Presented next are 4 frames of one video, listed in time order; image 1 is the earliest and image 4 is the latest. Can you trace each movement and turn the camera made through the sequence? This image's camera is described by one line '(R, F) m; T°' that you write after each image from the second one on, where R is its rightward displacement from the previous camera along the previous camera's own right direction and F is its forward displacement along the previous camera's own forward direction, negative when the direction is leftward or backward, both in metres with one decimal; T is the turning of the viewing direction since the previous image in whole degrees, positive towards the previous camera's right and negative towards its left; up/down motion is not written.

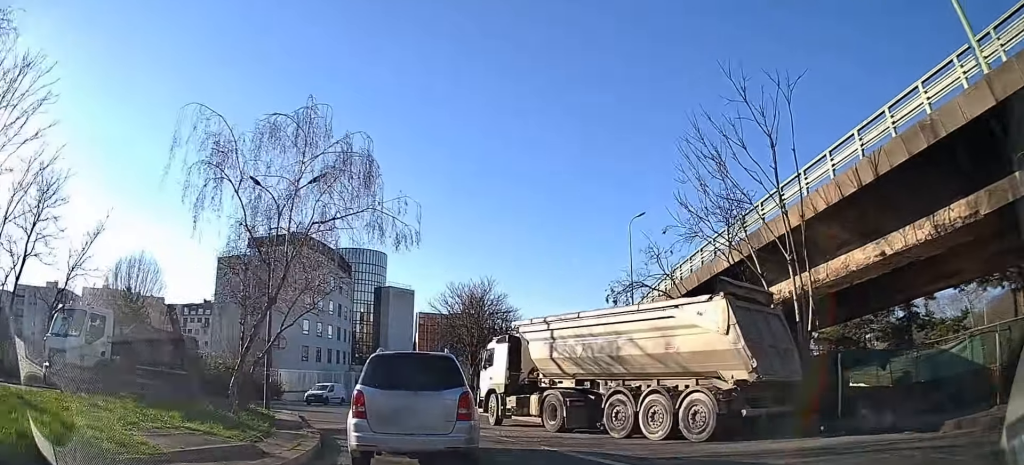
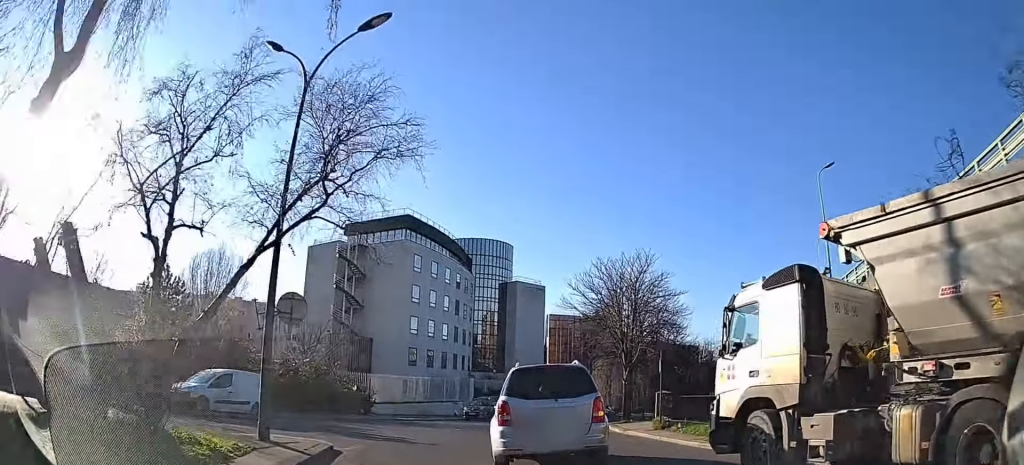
(-1.3, +11.3) m; -8°
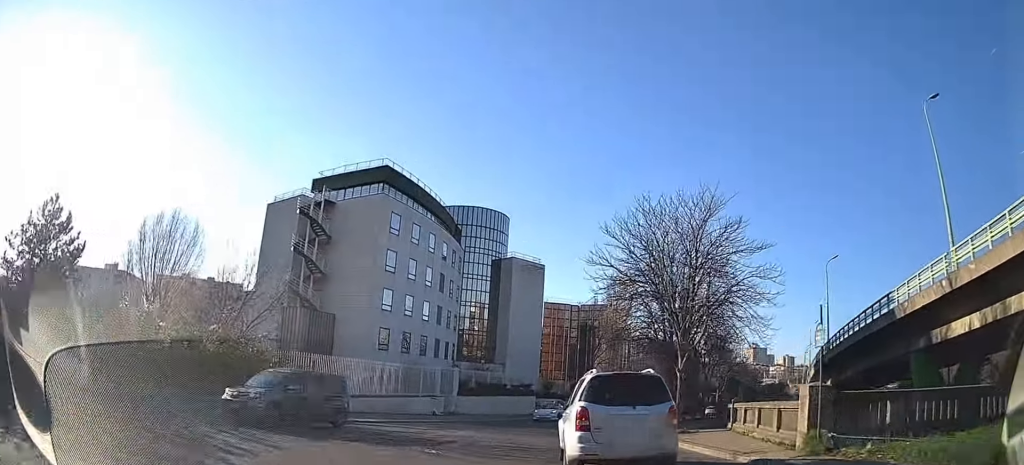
(0.0, +10.3) m; +2°
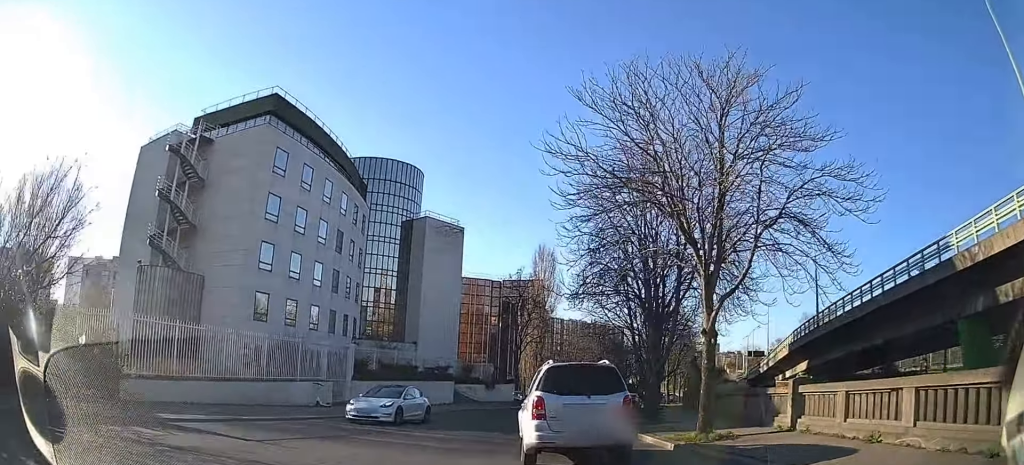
(+0.1, +9.5) m; +3°
